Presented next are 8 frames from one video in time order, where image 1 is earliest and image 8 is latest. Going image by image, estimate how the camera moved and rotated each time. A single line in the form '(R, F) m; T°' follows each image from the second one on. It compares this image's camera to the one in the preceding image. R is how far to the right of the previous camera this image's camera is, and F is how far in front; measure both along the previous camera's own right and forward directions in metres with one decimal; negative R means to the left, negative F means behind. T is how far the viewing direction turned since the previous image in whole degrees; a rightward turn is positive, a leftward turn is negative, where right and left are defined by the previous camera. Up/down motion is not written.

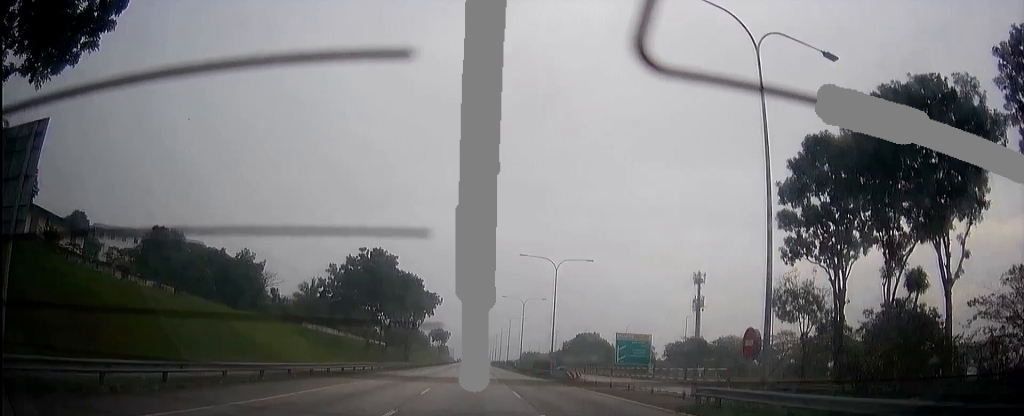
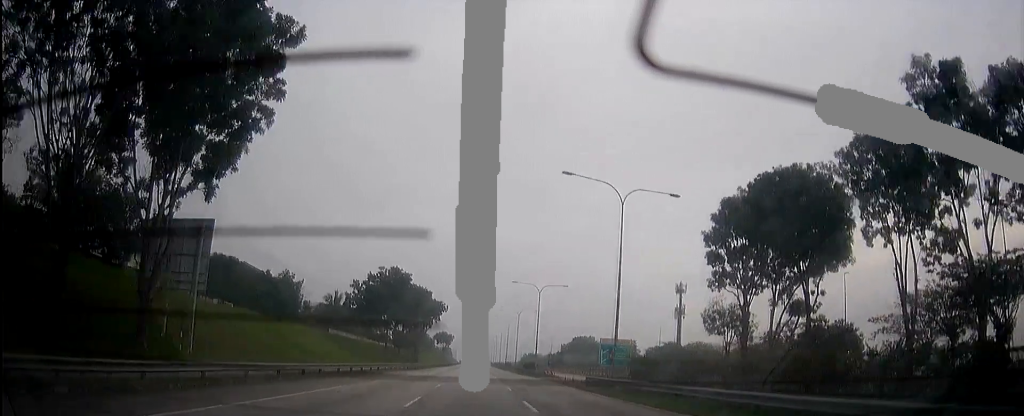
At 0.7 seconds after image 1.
(0.0, +18.1) m; 0°
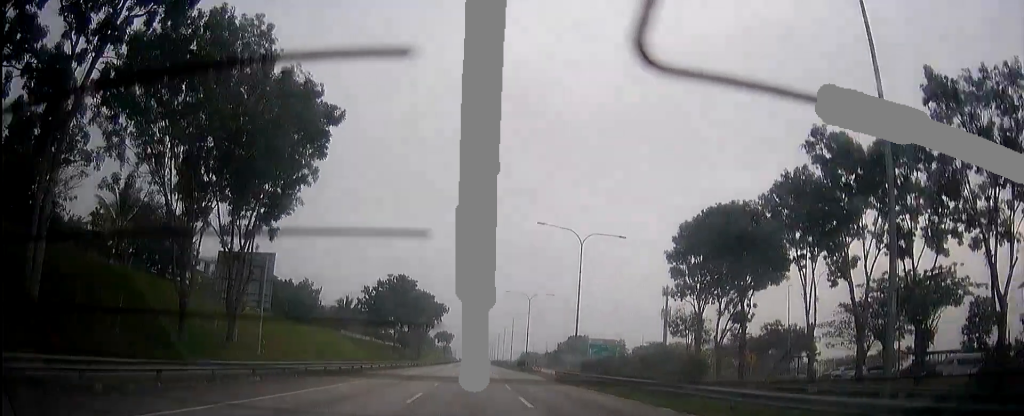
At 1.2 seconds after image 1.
(0.0, +13.1) m; 0°
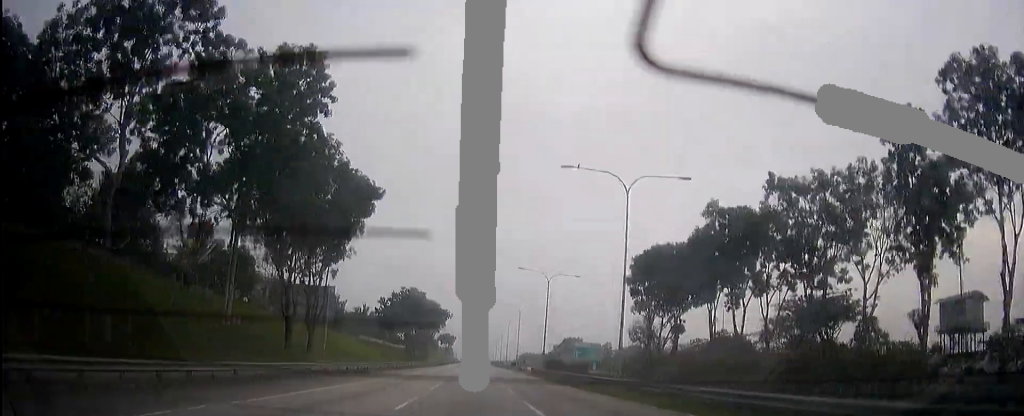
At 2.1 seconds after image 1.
(0.0, +22.1) m; 0°
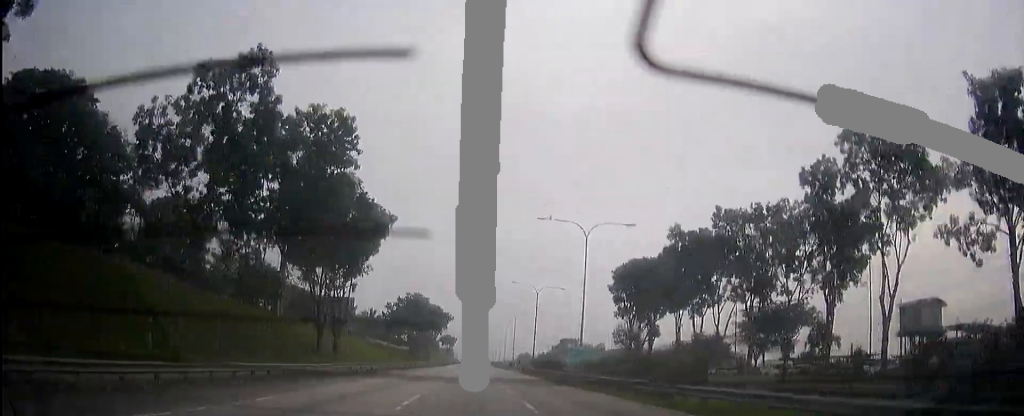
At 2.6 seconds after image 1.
(0.0, +11.1) m; 0°
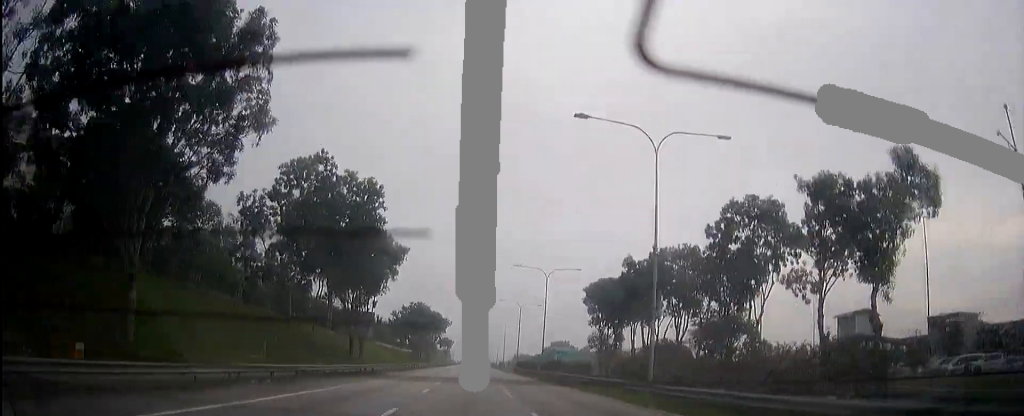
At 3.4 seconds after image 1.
(-0.1, +22.1) m; 0°
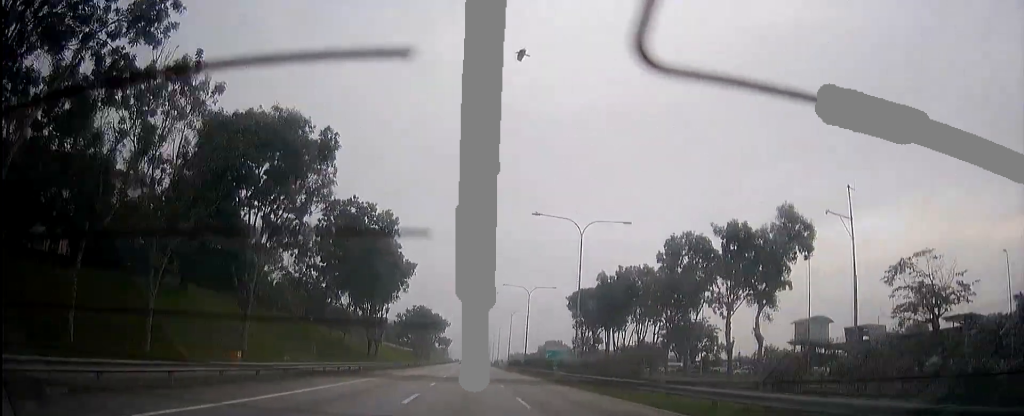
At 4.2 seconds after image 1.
(0.0, +19.1) m; 0°
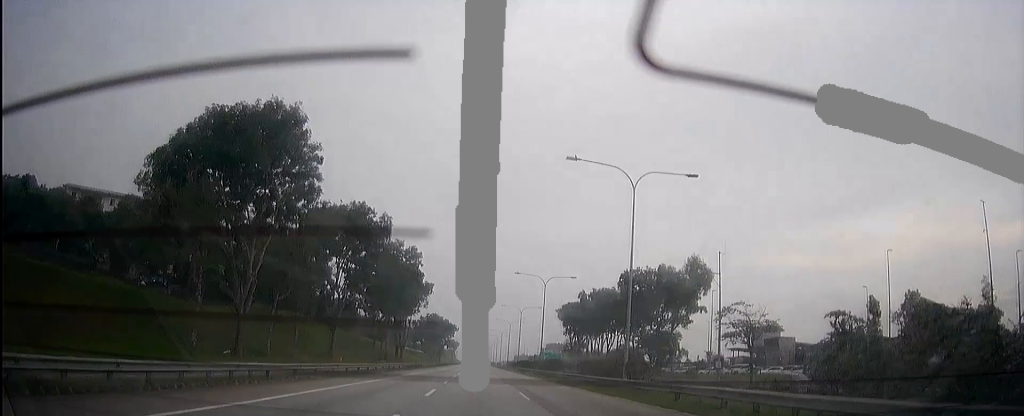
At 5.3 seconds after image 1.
(0.0, +27.1) m; 0°
